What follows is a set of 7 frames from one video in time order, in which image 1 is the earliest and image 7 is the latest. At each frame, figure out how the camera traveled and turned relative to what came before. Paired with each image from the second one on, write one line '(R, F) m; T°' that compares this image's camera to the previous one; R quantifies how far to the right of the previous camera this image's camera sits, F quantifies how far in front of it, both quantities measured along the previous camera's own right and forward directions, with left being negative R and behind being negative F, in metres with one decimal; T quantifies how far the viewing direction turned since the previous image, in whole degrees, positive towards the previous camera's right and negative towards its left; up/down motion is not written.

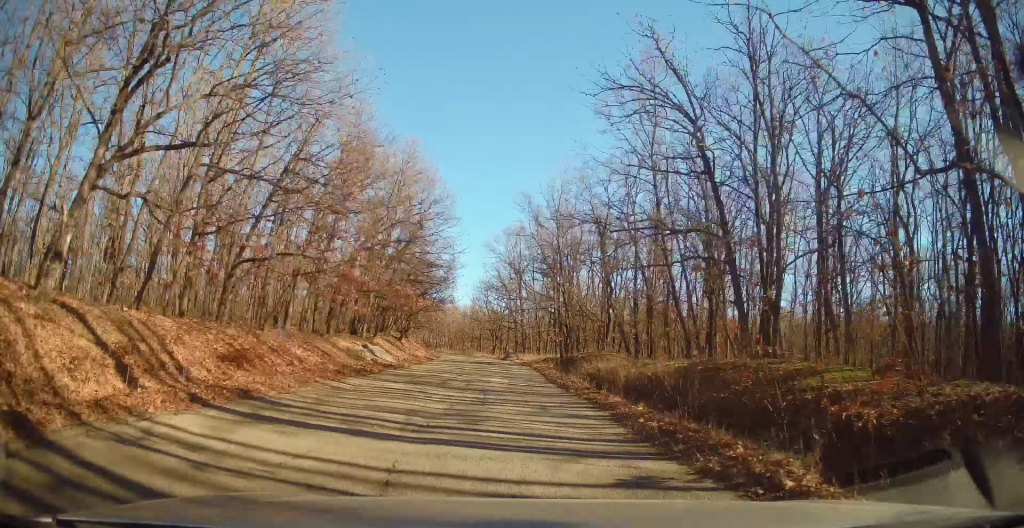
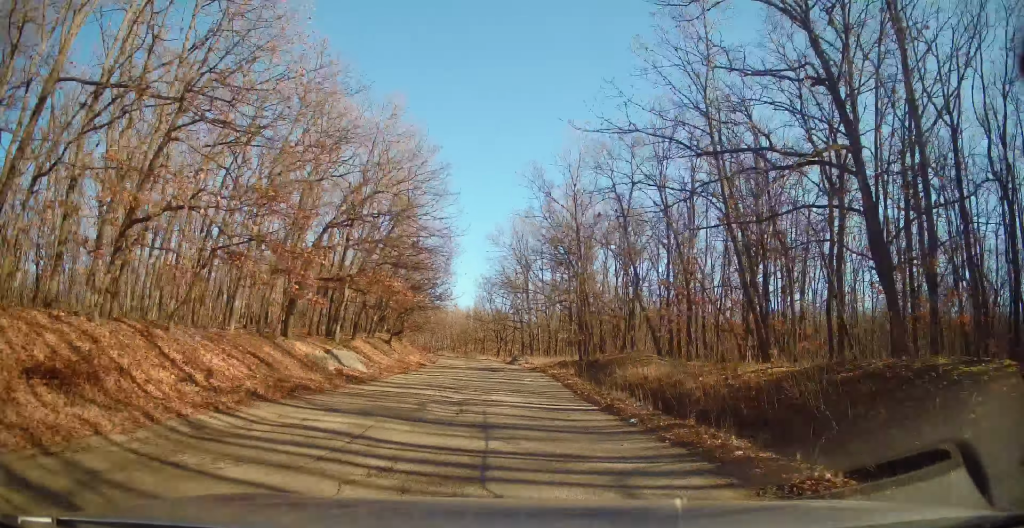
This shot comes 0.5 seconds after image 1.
(+0.1, +6.3) m; 0°
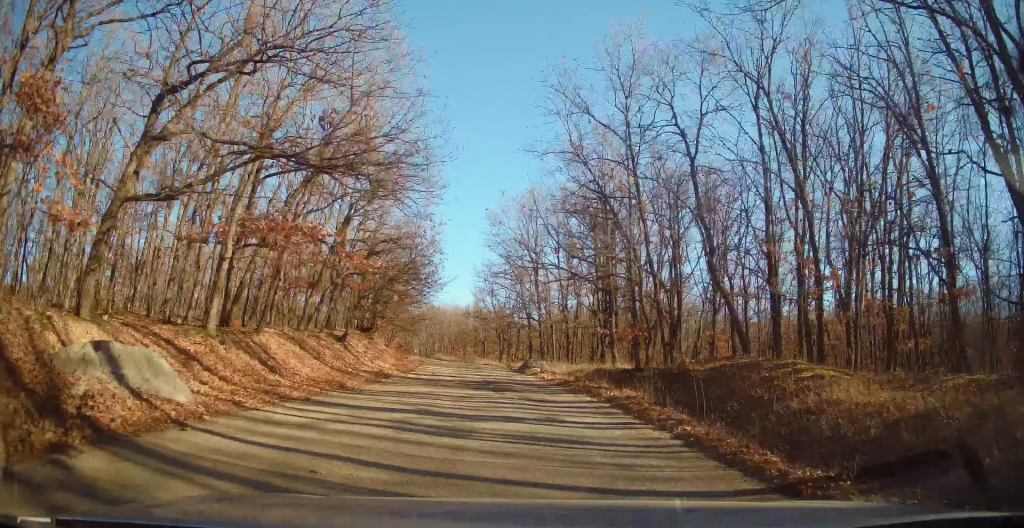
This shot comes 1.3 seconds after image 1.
(+0.3, +11.8) m; 0°
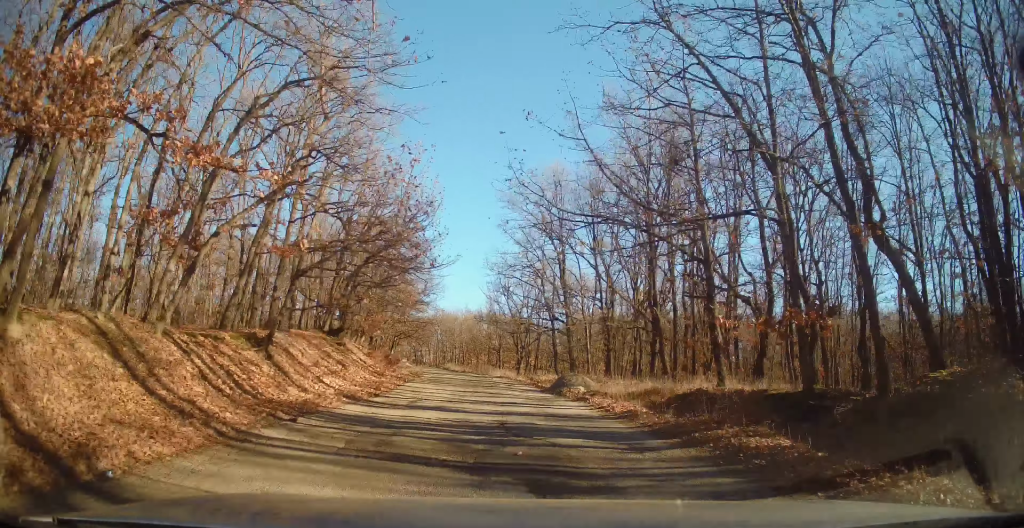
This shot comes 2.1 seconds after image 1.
(-0.4, +10.5) m; 0°
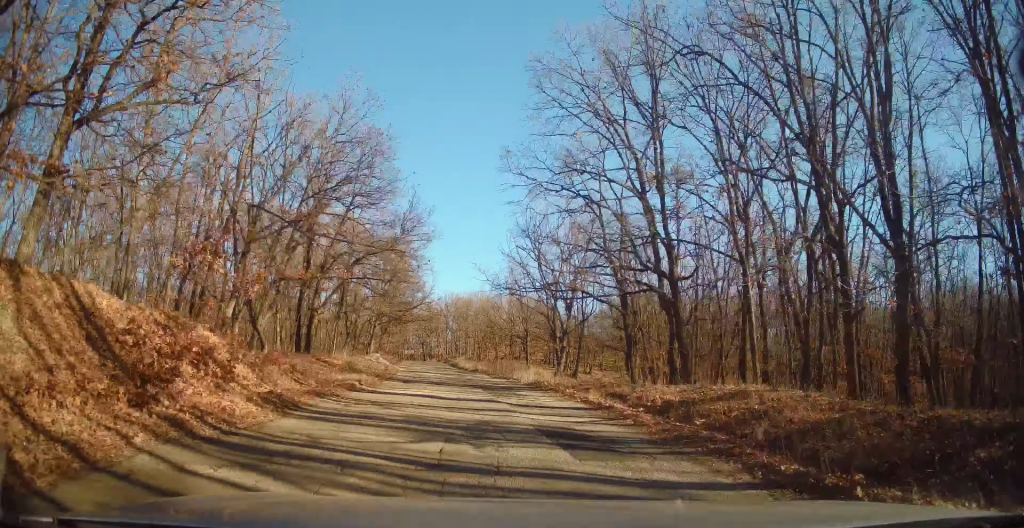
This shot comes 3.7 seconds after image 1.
(+0.1, +22.3) m; -3°
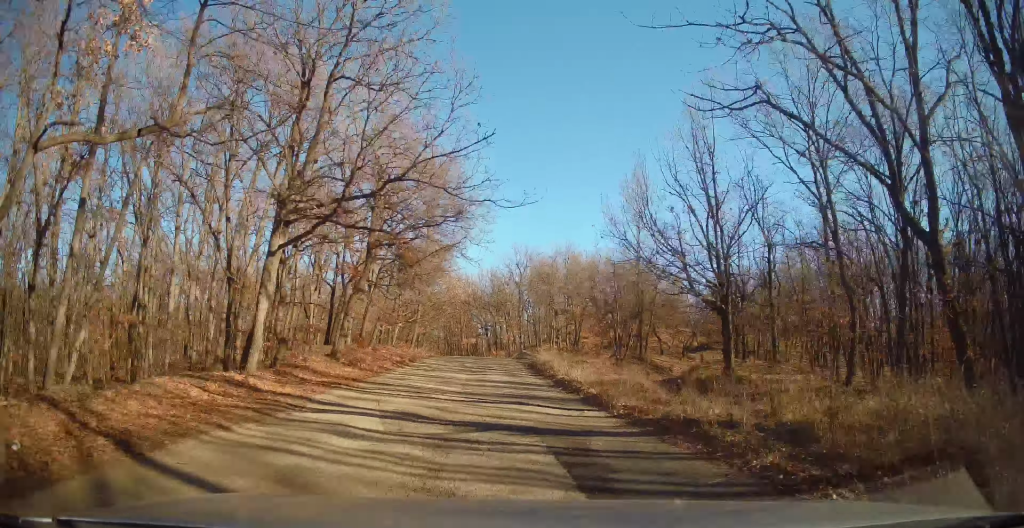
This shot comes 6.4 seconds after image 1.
(-2.4, +35.6) m; -7°
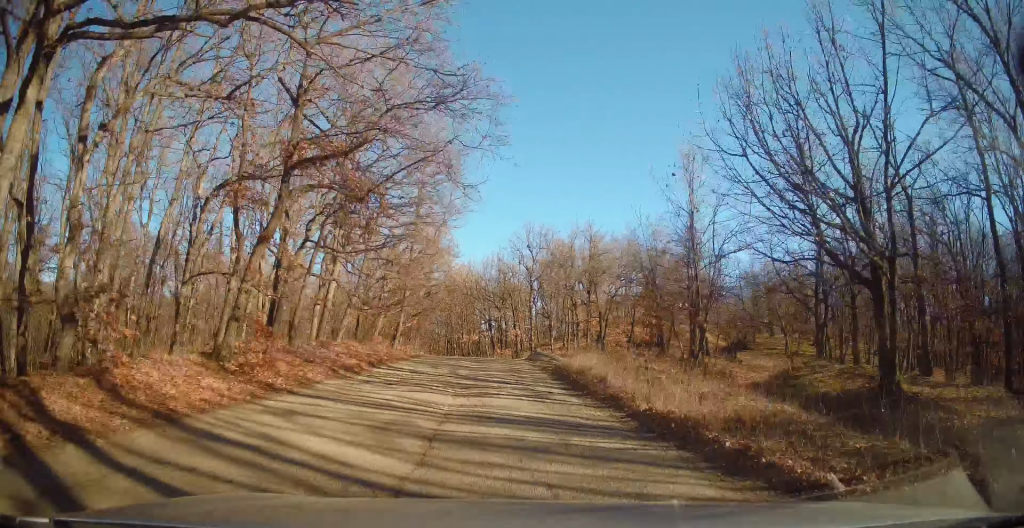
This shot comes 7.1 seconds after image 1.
(-0.3, +9.7) m; -2°
